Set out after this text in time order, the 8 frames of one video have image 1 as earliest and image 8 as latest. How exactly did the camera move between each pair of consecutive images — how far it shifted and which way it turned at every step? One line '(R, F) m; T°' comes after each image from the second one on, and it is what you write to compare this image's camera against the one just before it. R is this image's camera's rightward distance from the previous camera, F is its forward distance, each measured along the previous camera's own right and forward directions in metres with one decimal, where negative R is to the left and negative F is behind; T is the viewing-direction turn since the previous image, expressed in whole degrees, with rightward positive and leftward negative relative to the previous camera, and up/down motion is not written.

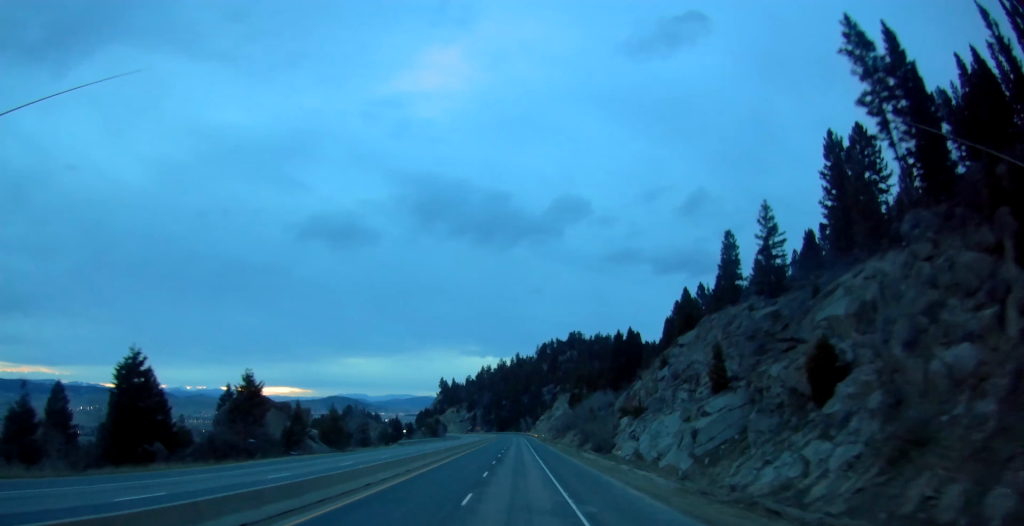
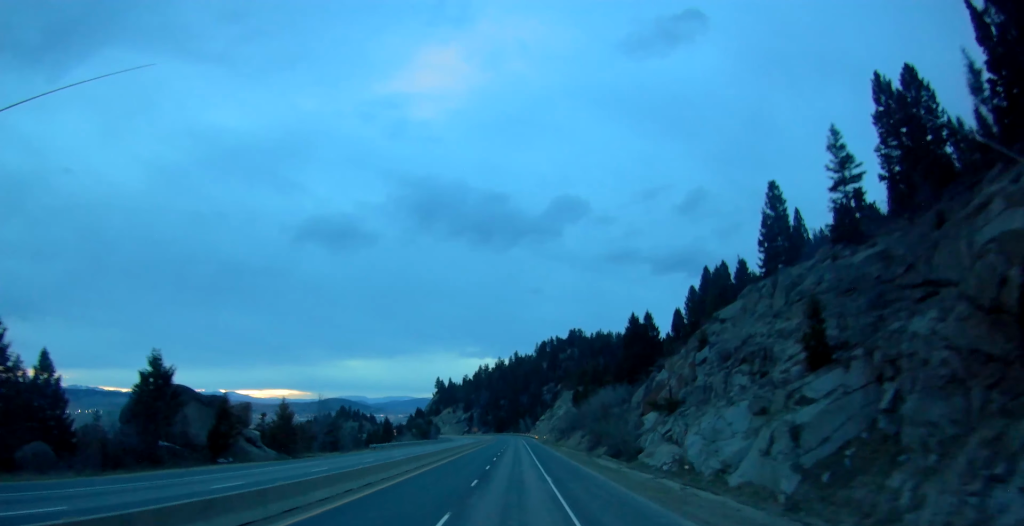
(+0.4, +17.2) m; 0°
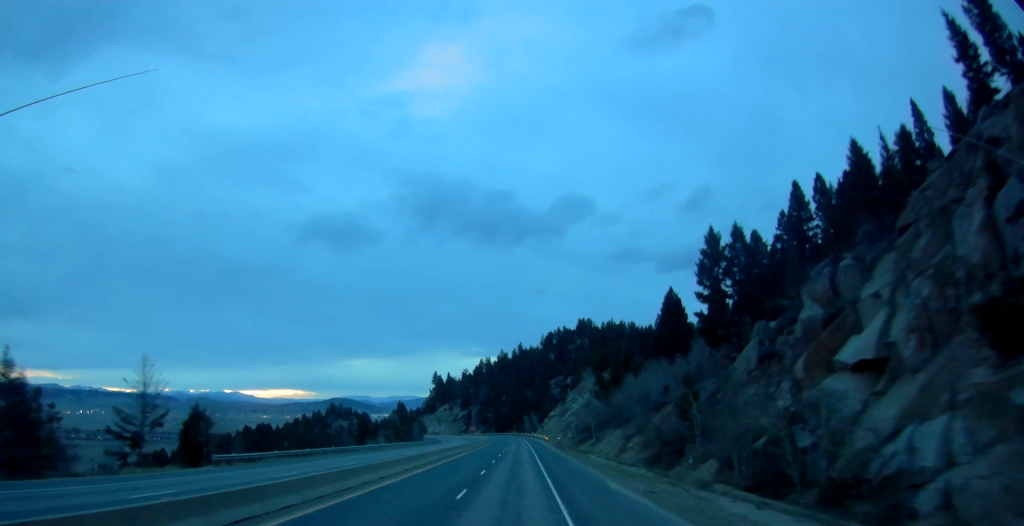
(-0.3, +42.1) m; -1°
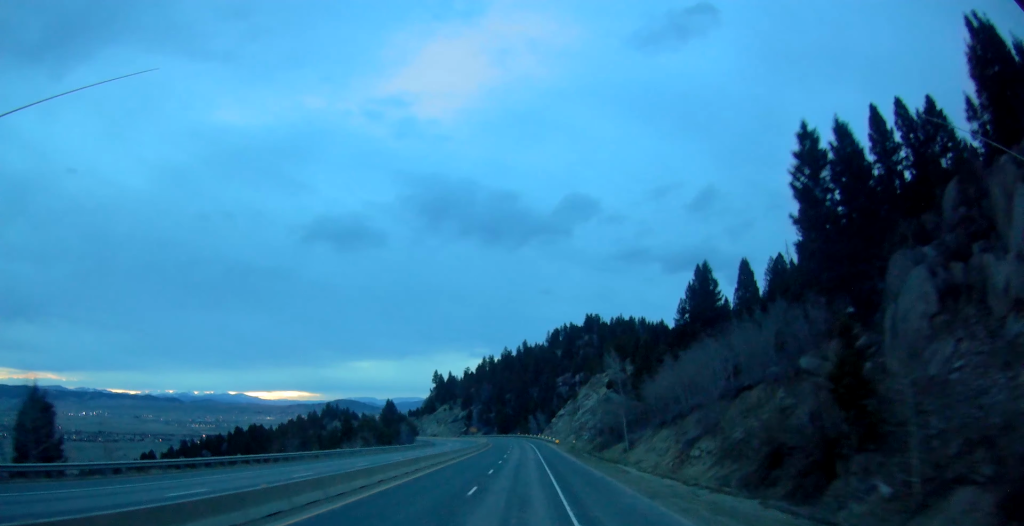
(+0.4, +22.5) m; 0°
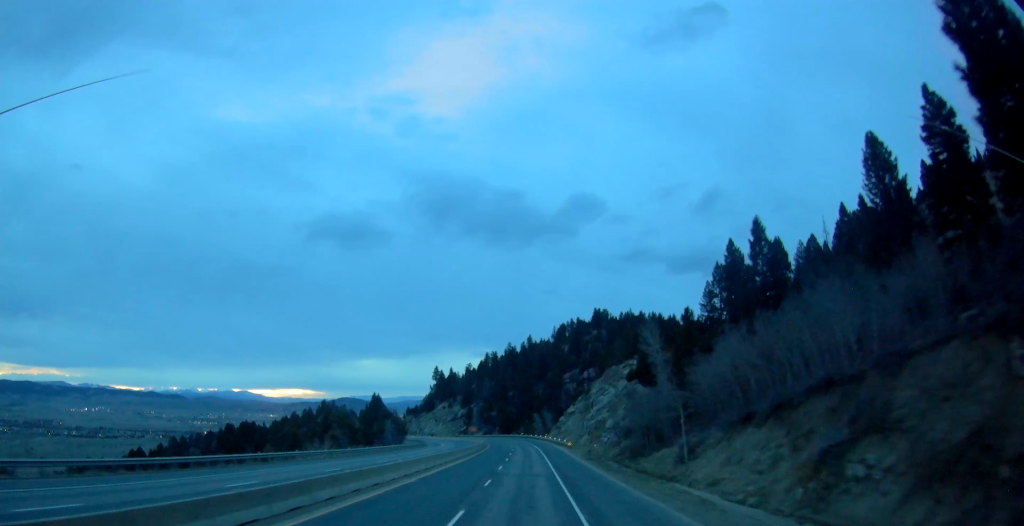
(-0.1, +20.3) m; 0°
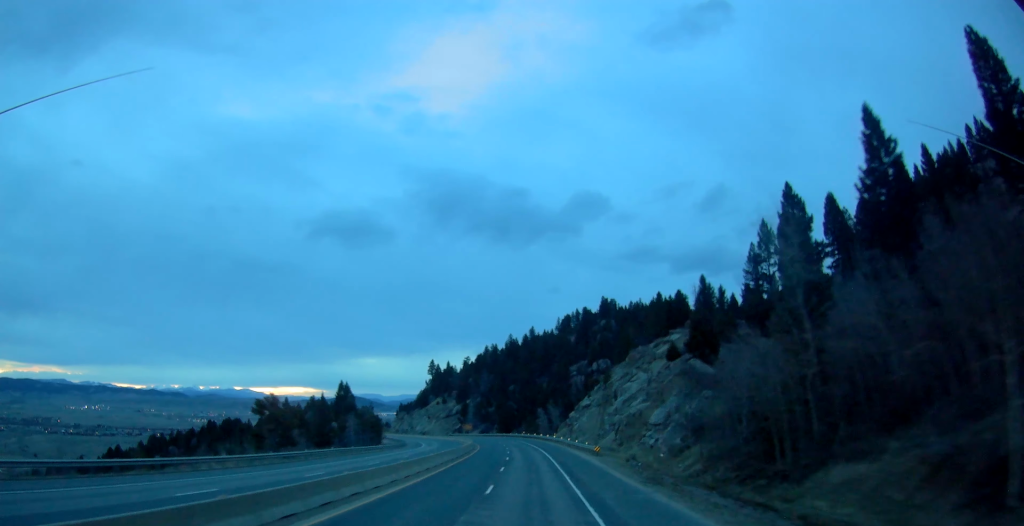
(-0.2, +28.8) m; 0°
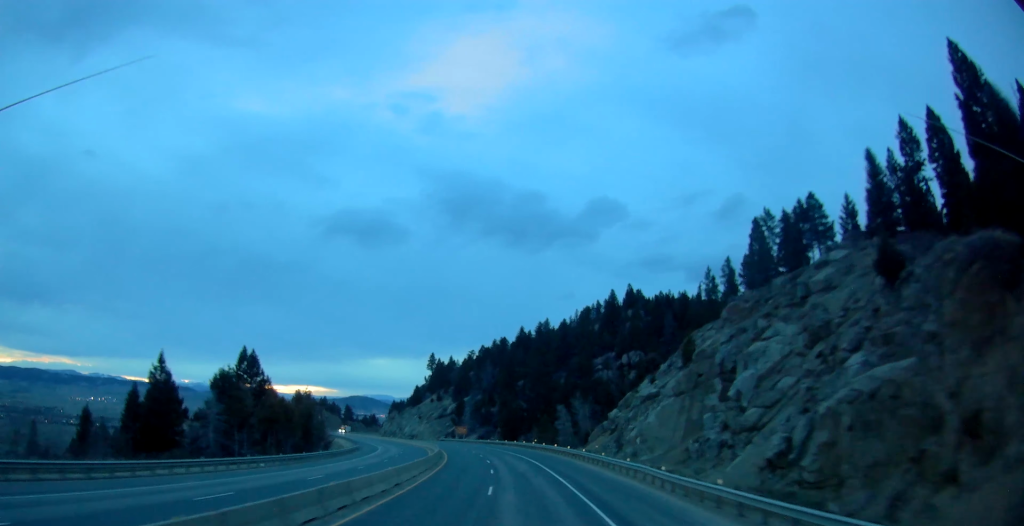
(-0.4, +48.5) m; -2°
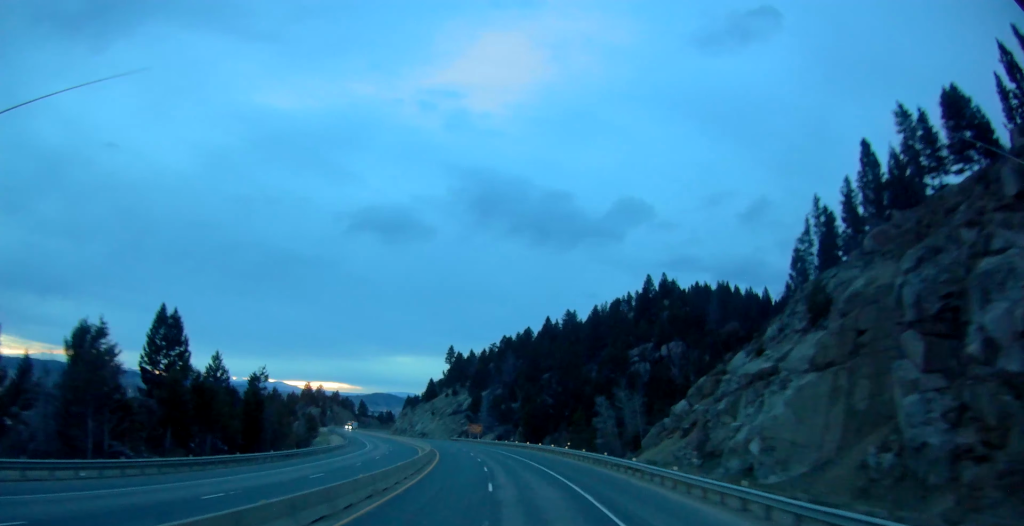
(-0.5, +24.4) m; -1°
